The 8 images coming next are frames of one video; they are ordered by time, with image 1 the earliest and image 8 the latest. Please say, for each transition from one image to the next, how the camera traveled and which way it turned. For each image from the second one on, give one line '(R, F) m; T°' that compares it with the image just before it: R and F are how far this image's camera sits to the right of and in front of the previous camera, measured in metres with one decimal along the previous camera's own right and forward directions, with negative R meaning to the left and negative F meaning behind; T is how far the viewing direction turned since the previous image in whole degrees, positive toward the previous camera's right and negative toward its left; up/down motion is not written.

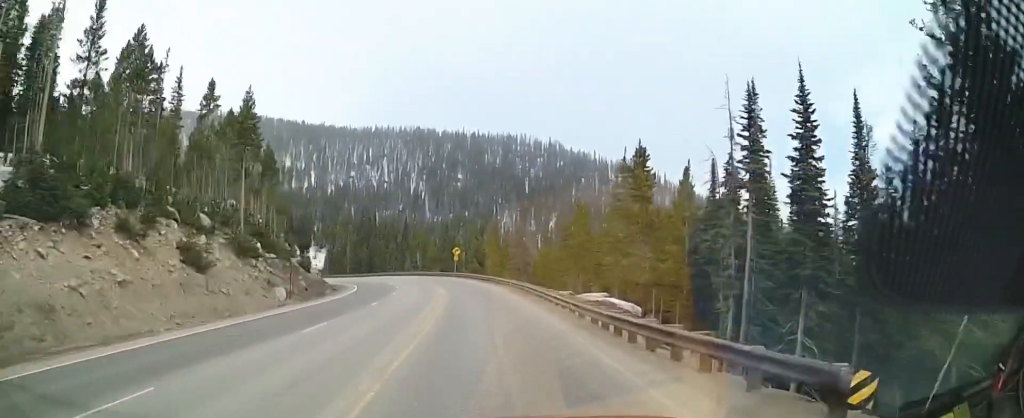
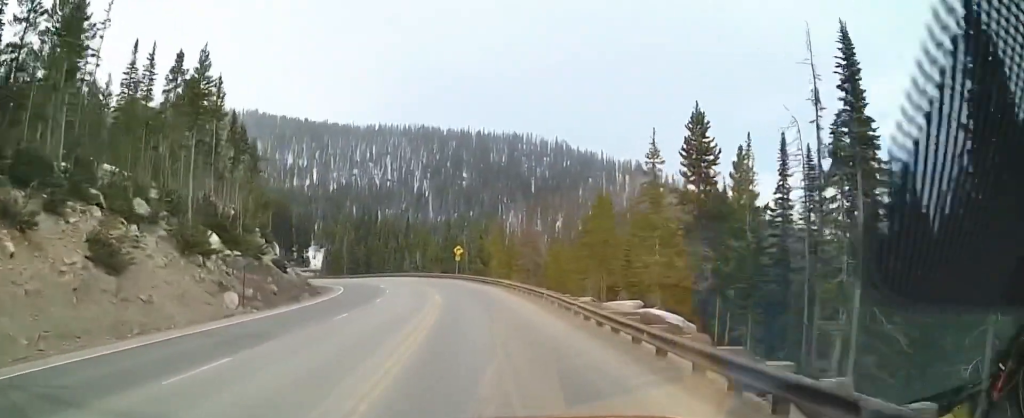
(-0.3, +8.3) m; -2°
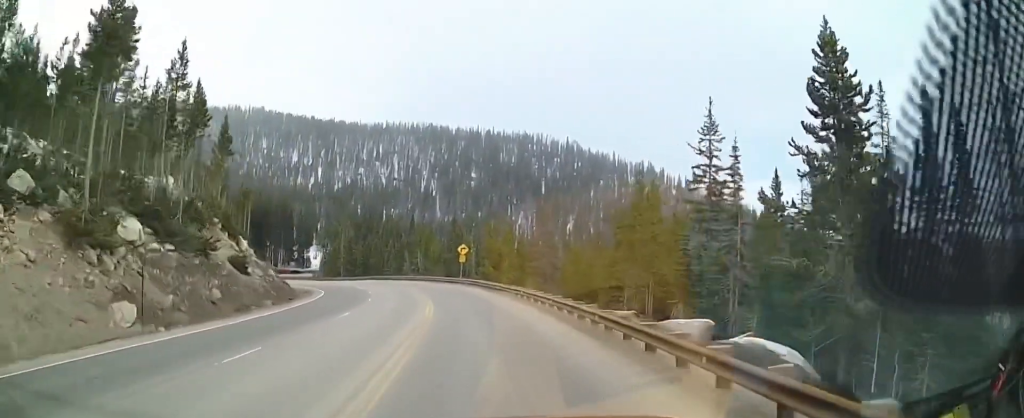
(-0.3, +10.4) m; -2°
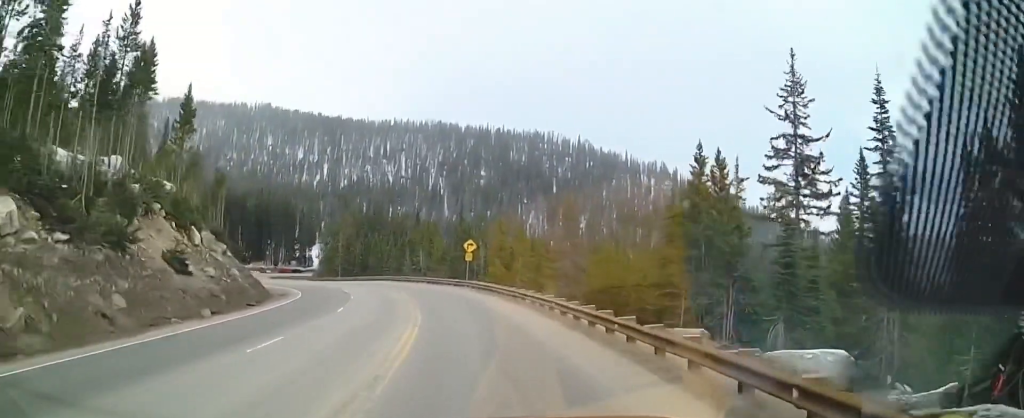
(0.0, +10.3) m; 0°
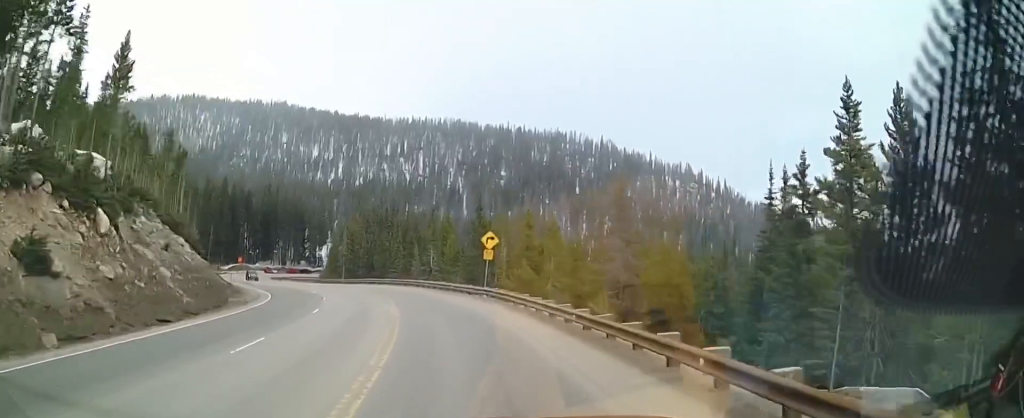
(-0.1, +12.9) m; -1°
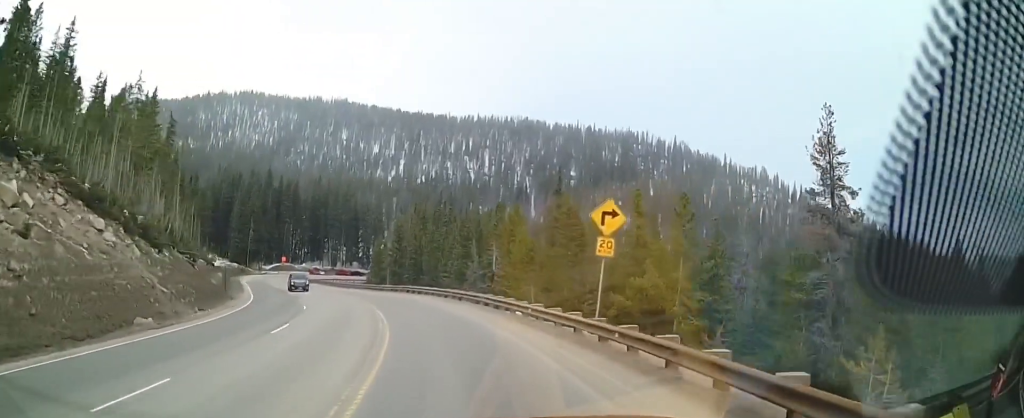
(-1.4, +18.4) m; -9°
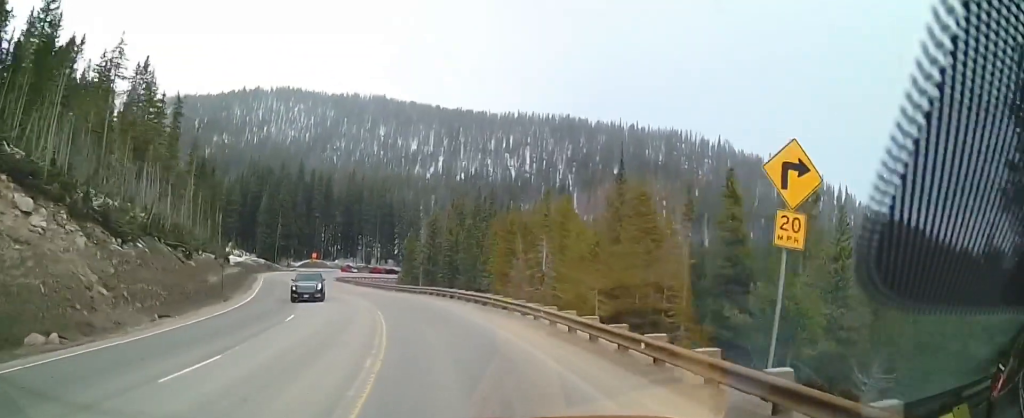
(-0.2, +8.6) m; -2°
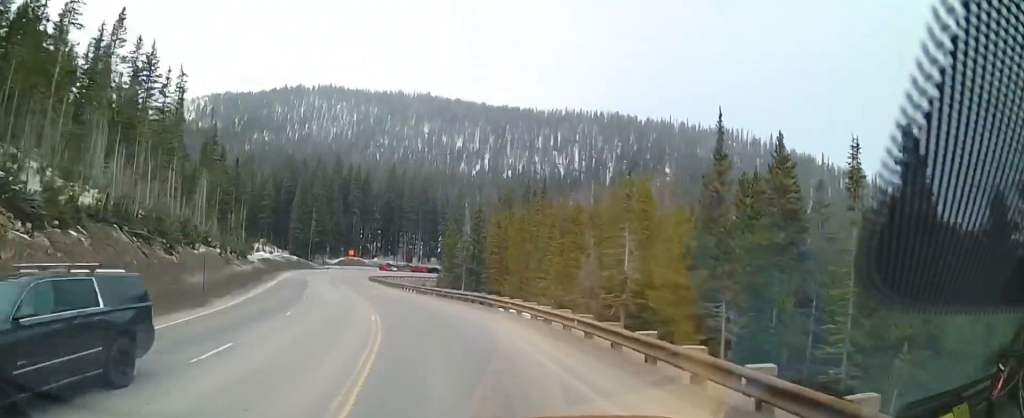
(-0.1, +10.1) m; -4°
